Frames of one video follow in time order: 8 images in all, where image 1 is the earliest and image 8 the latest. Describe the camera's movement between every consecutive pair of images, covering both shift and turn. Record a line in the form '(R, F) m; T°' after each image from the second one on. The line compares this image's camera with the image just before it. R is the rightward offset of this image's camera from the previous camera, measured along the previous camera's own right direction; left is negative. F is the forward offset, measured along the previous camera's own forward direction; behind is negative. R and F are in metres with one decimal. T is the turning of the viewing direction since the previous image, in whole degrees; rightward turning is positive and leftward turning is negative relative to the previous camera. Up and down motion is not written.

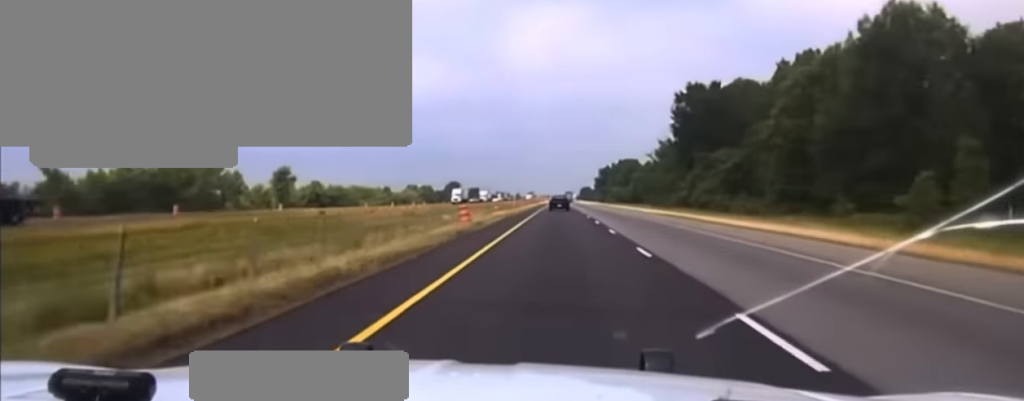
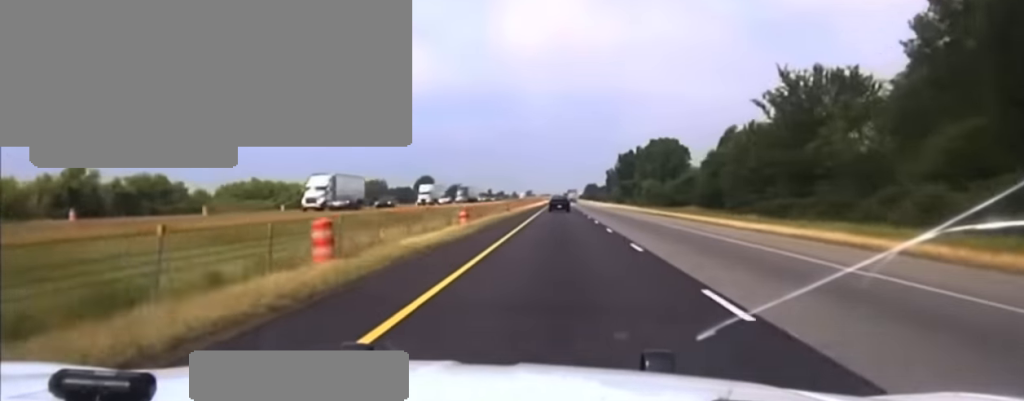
(0.0, +95.4) m; 0°
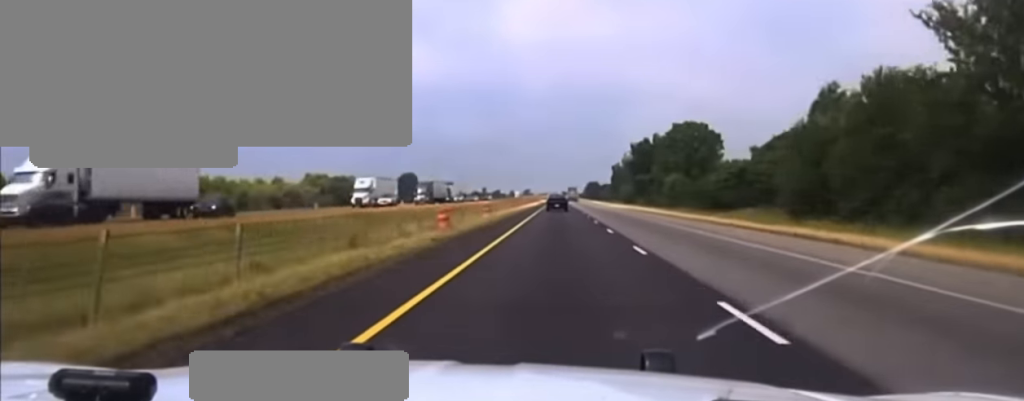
(0.0, +36.0) m; 0°
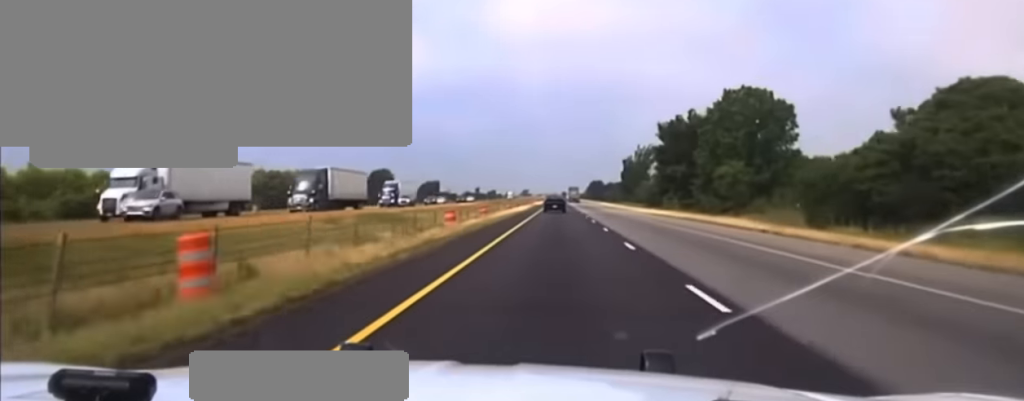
(0.0, +46.7) m; 0°
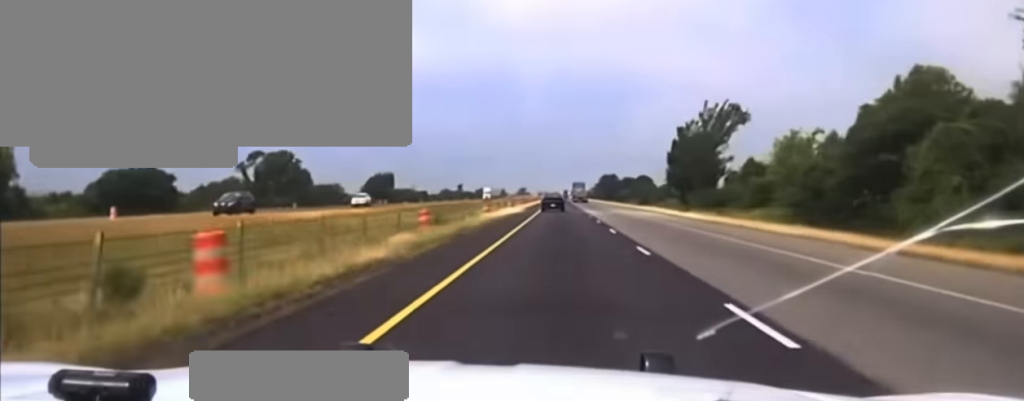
(0.0, +101.9) m; 0°
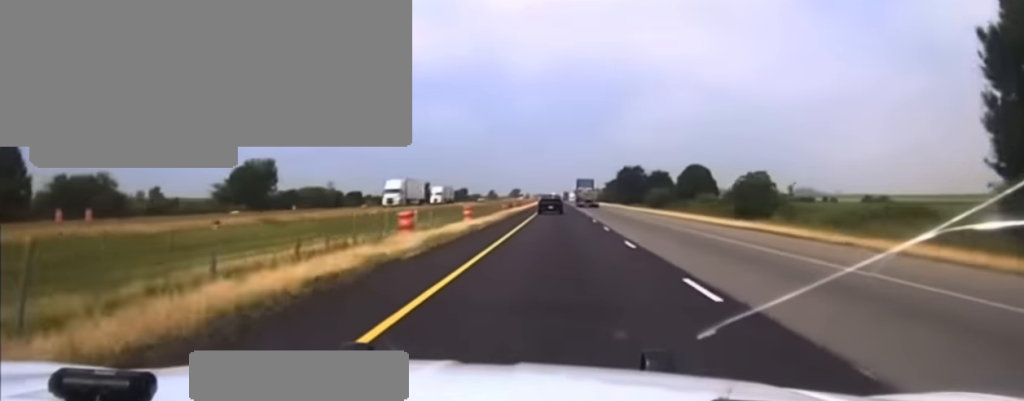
(0.0, +110.2) m; 0°
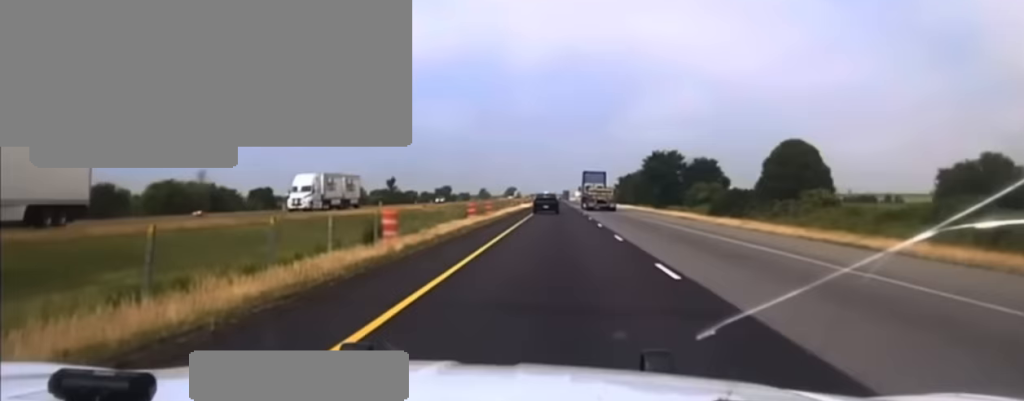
(0.0, +65.5) m; 0°
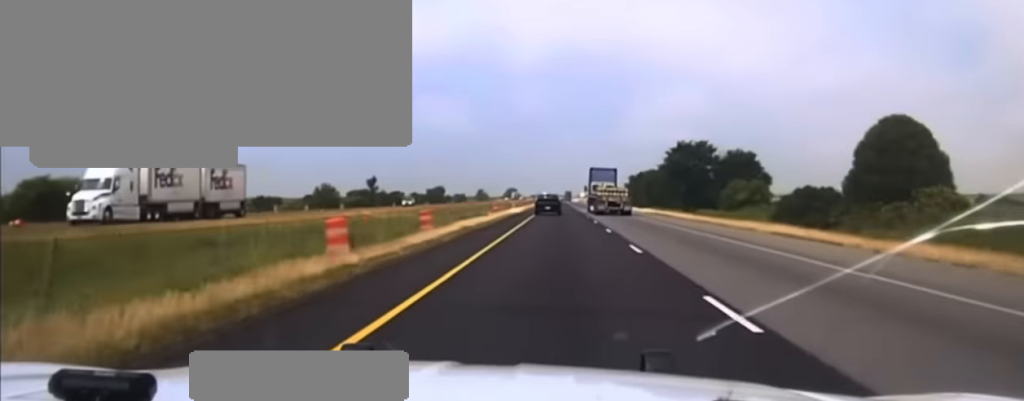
(0.0, +31.6) m; 0°
